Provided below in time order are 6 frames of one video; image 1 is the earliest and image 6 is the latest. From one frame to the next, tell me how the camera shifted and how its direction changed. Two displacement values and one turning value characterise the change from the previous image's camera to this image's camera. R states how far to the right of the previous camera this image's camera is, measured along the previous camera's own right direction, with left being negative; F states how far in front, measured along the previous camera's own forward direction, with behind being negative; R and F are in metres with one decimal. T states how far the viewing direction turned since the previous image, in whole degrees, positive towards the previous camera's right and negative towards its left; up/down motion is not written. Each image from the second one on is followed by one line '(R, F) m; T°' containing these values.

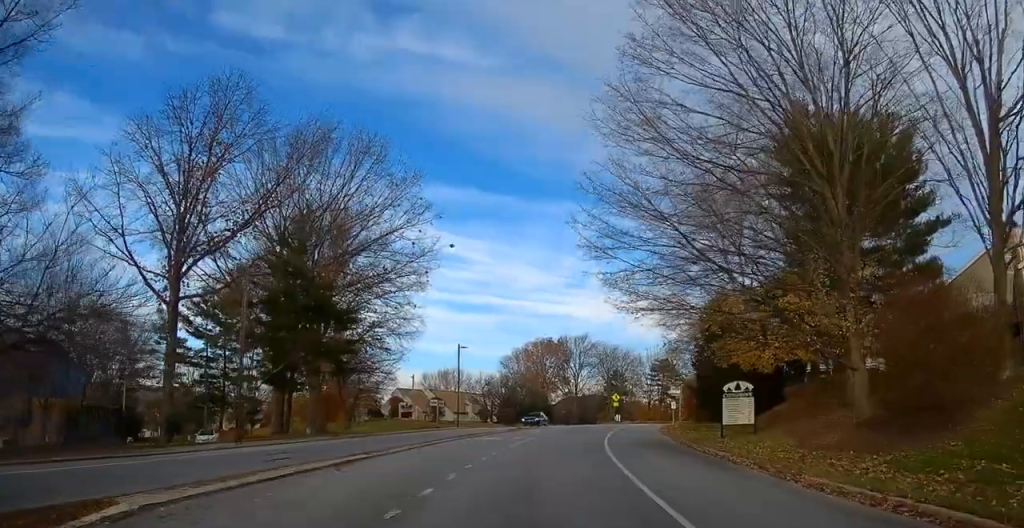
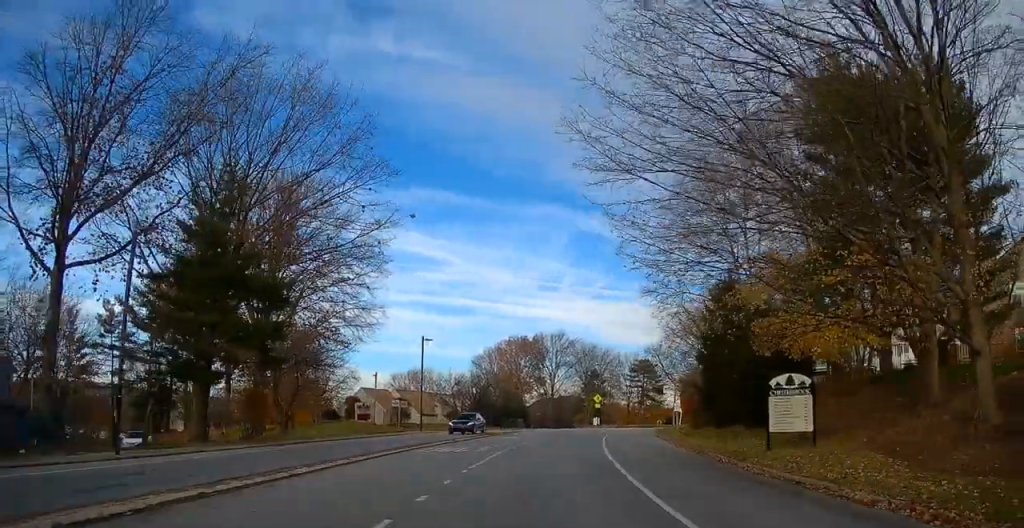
(+0.3, +6.1) m; -4°
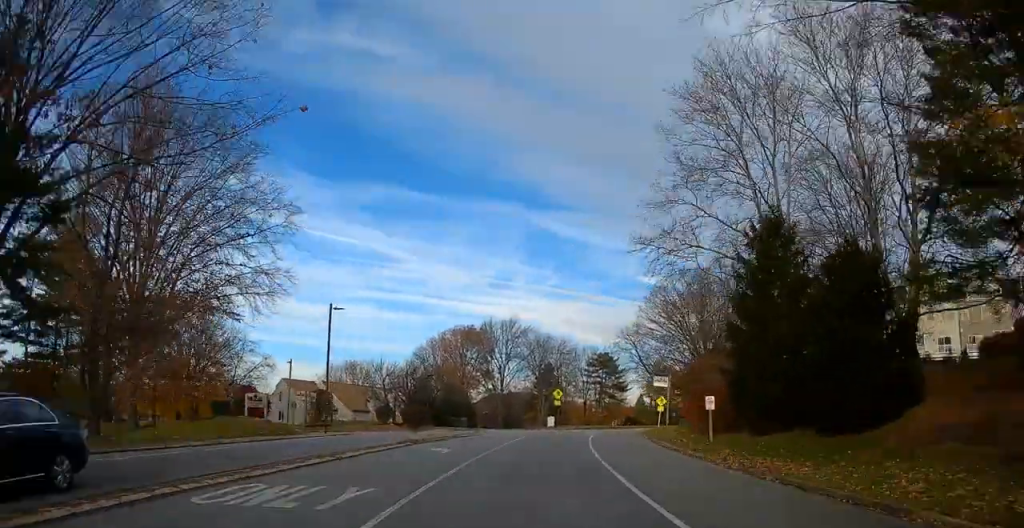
(-1.2, +16.9) m; +3°
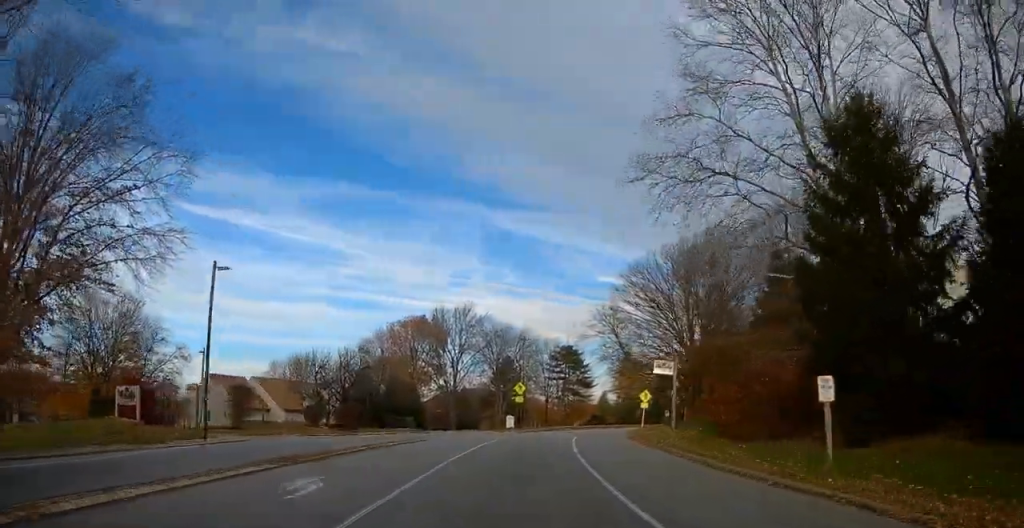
(+0.9, +12.4) m; +6°
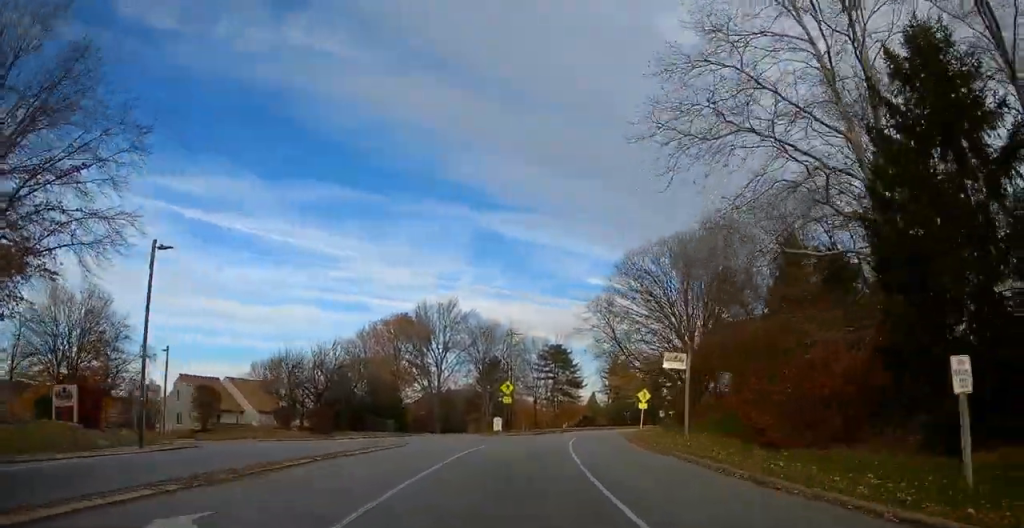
(+0.1, +4.6) m; 0°
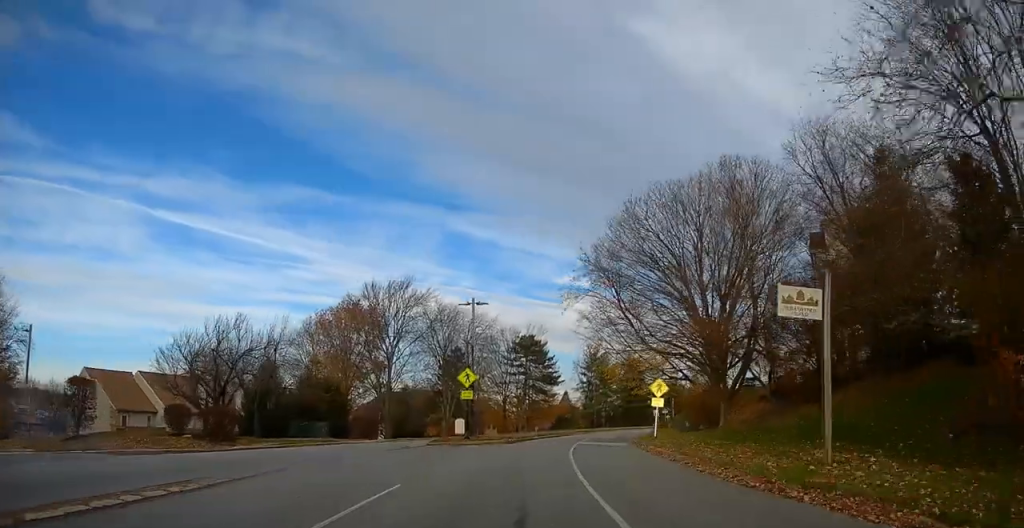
(0.0, +14.4) m; +1°
